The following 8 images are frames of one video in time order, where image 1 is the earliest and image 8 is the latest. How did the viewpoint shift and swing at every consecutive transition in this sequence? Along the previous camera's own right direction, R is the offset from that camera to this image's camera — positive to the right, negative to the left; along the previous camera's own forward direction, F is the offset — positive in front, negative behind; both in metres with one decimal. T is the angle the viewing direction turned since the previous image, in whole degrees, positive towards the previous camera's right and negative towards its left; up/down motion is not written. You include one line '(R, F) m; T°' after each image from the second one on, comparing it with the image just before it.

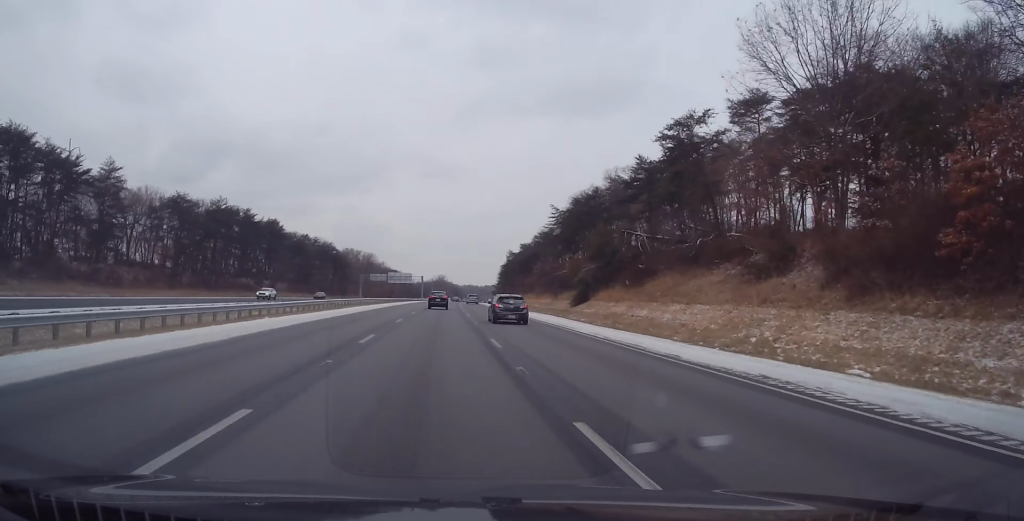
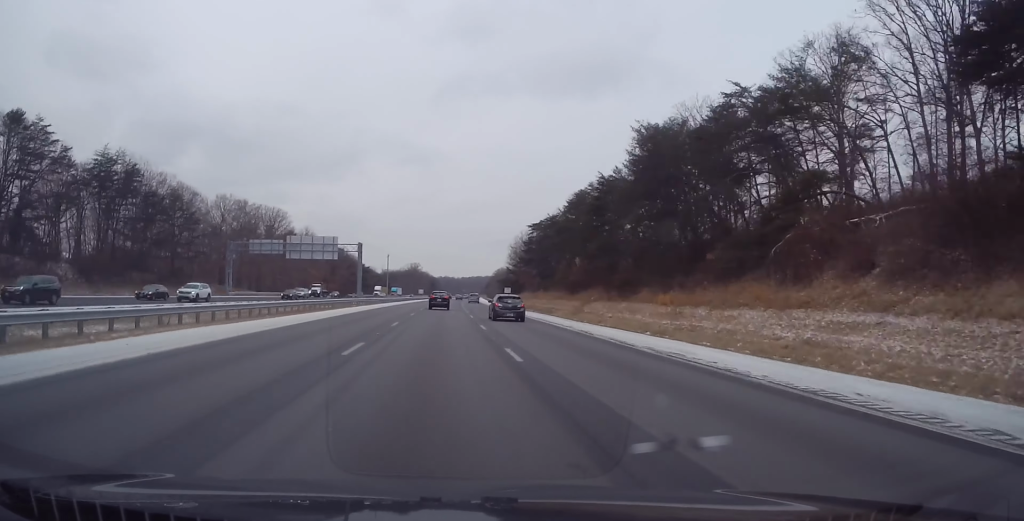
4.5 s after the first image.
(+1.4, +138.2) m; +1°
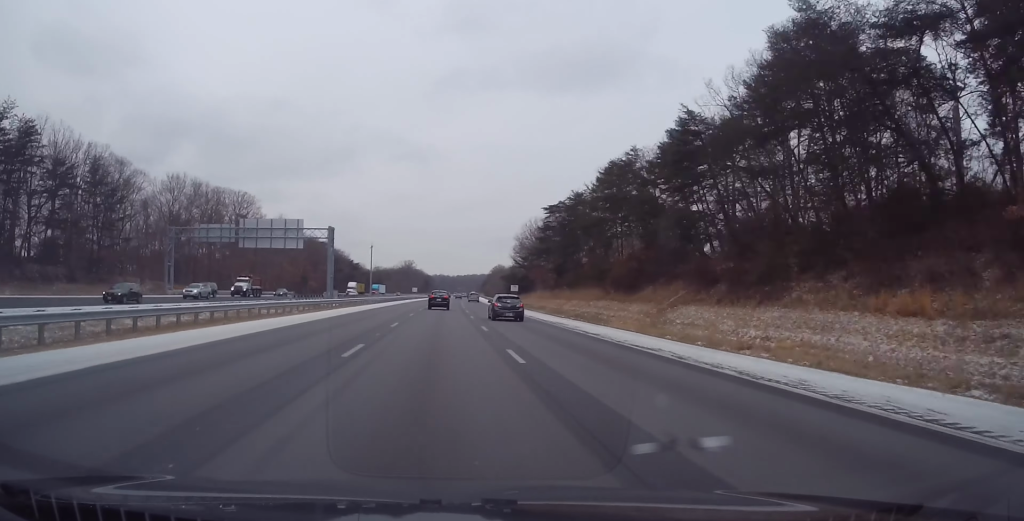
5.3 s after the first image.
(-0.2, +24.2) m; +1°
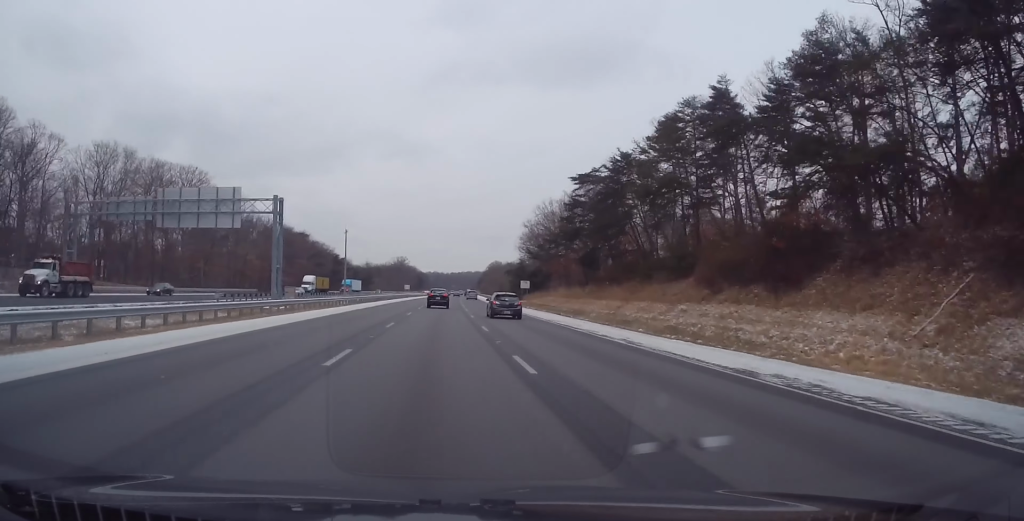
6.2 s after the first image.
(+0.3, +25.8) m; +1°
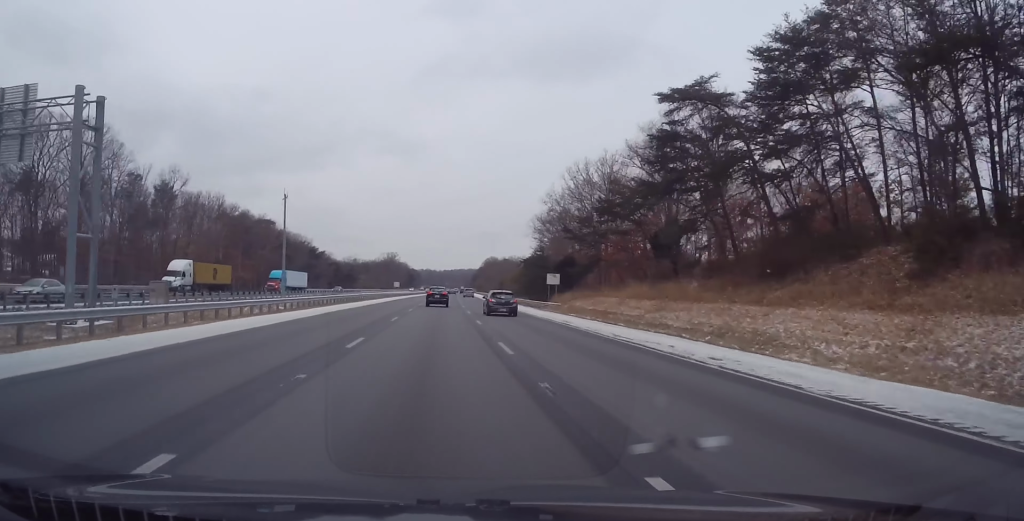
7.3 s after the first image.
(+0.4, +33.4) m; +1°
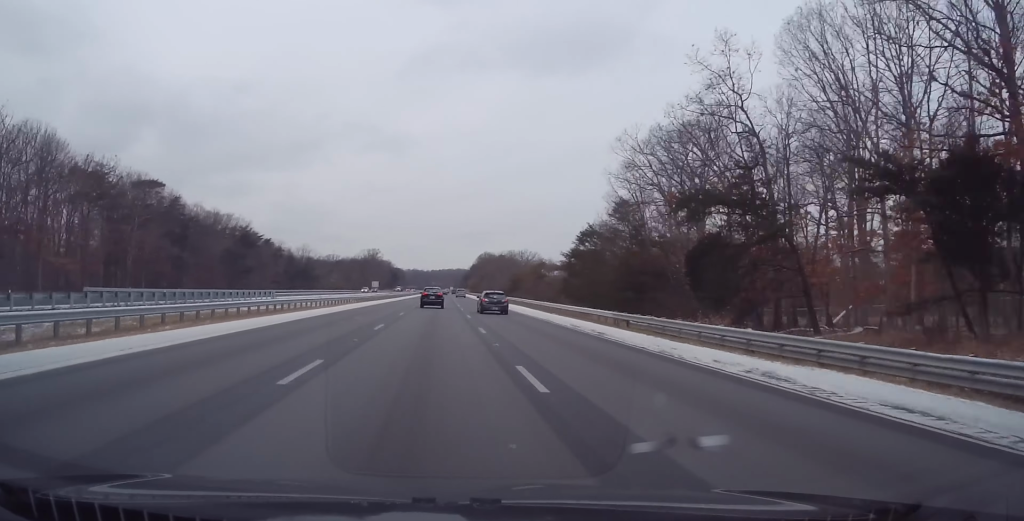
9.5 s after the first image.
(+0.4, +65.6) m; +1°
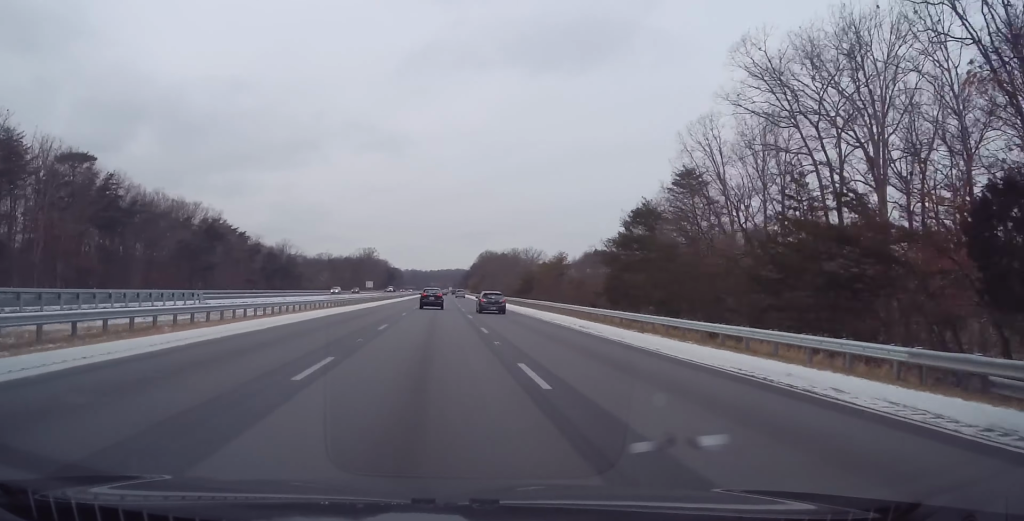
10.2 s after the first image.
(+0.1, +24.0) m; 0°
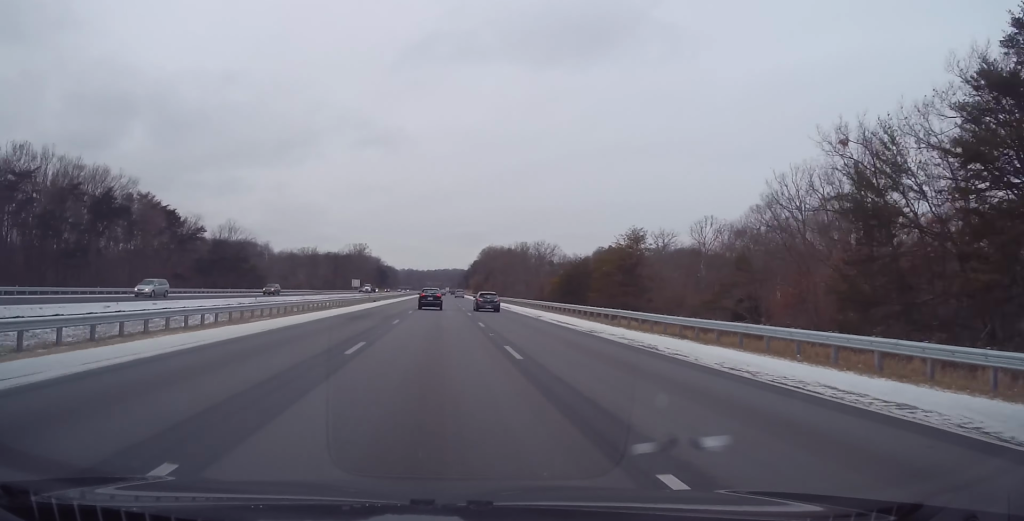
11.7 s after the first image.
(0.0, +44.5) m; 0°
